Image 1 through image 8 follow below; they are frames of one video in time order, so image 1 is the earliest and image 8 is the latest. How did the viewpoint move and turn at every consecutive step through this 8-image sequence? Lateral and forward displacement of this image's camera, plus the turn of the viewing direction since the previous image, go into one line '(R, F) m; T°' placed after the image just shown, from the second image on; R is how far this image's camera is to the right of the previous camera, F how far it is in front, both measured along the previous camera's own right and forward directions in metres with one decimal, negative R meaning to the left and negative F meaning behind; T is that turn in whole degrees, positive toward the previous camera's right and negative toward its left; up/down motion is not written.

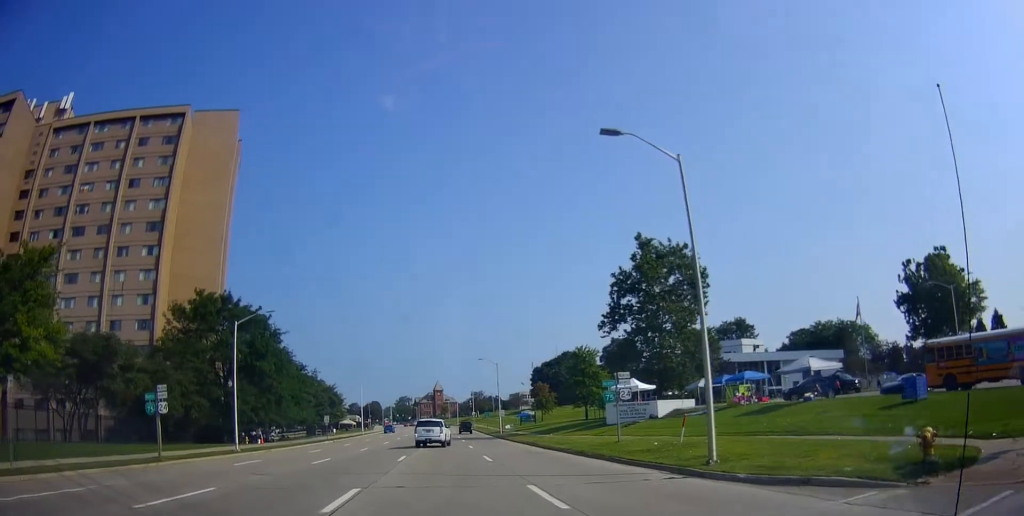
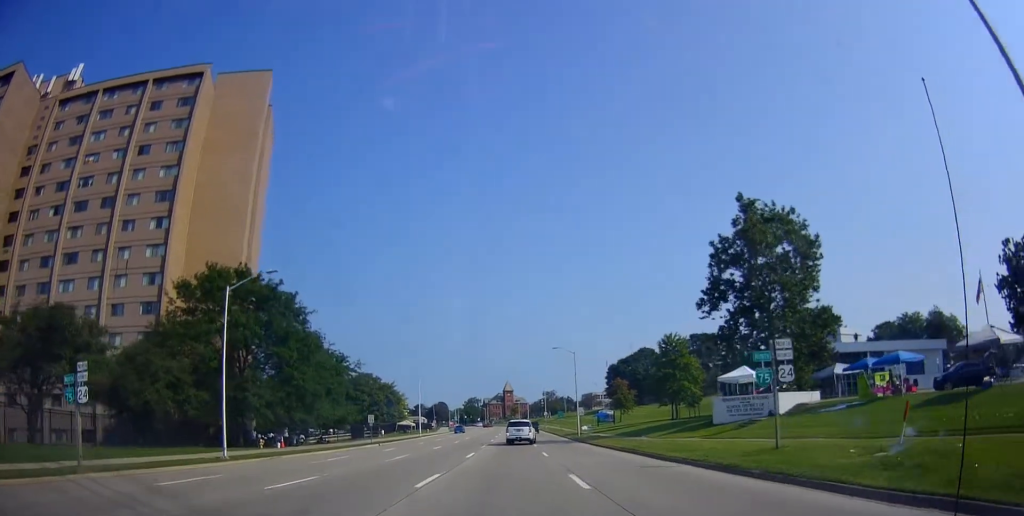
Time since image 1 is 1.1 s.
(-2.0, +10.6) m; -12°
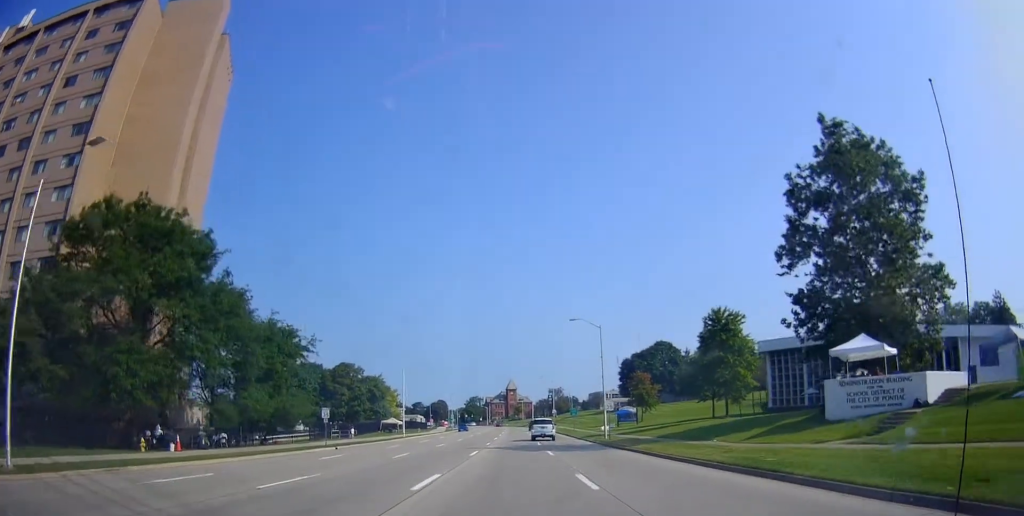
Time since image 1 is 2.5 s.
(-0.8, +15.6) m; -3°
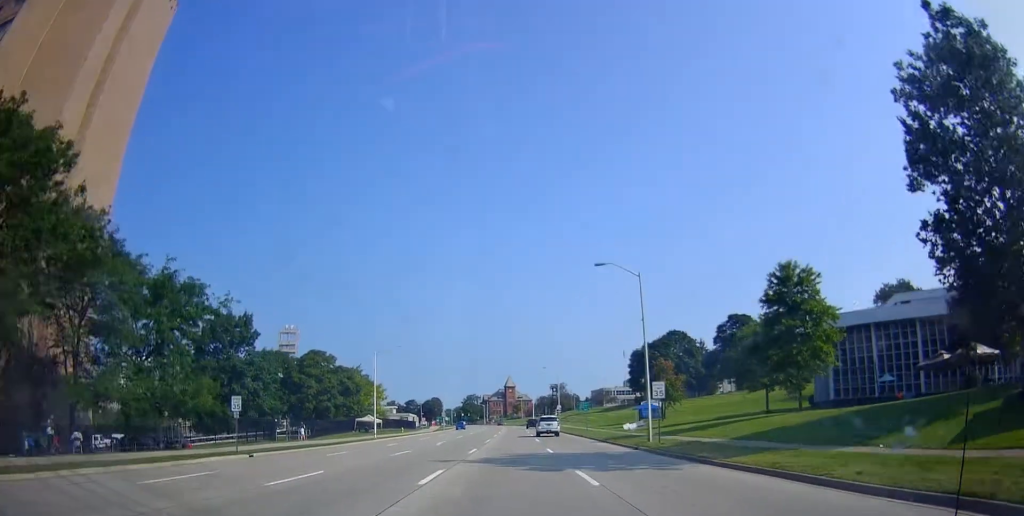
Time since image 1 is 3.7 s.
(+0.5, +15.2) m; 0°
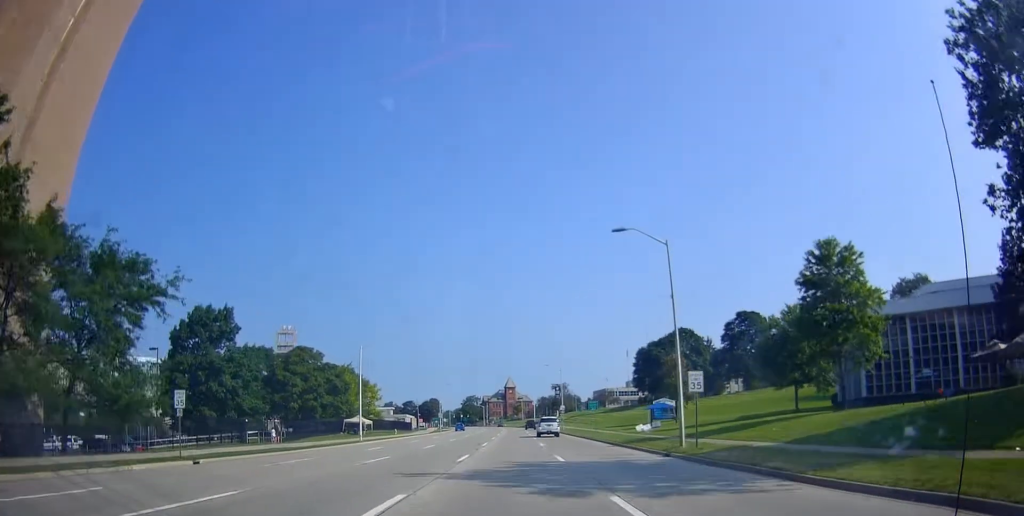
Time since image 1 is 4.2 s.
(-0.3, +5.9) m; -1°
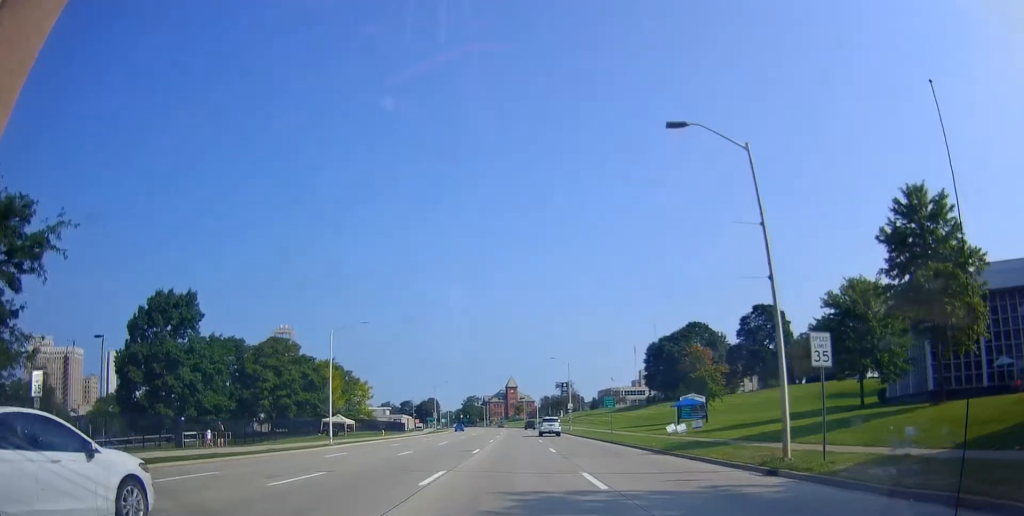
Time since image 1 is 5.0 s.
(-0.4, +9.7) m; -1°
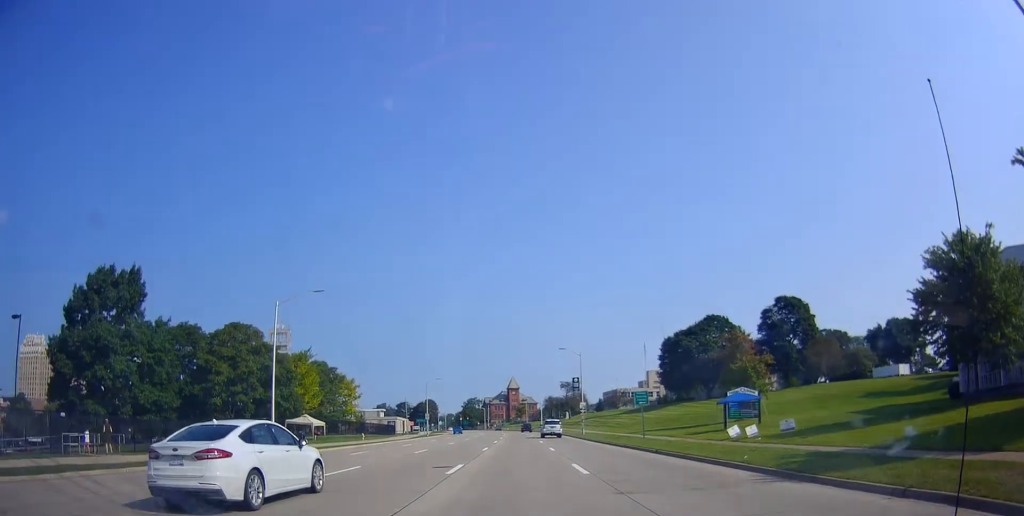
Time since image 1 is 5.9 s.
(+0.3, +11.7) m; +3°
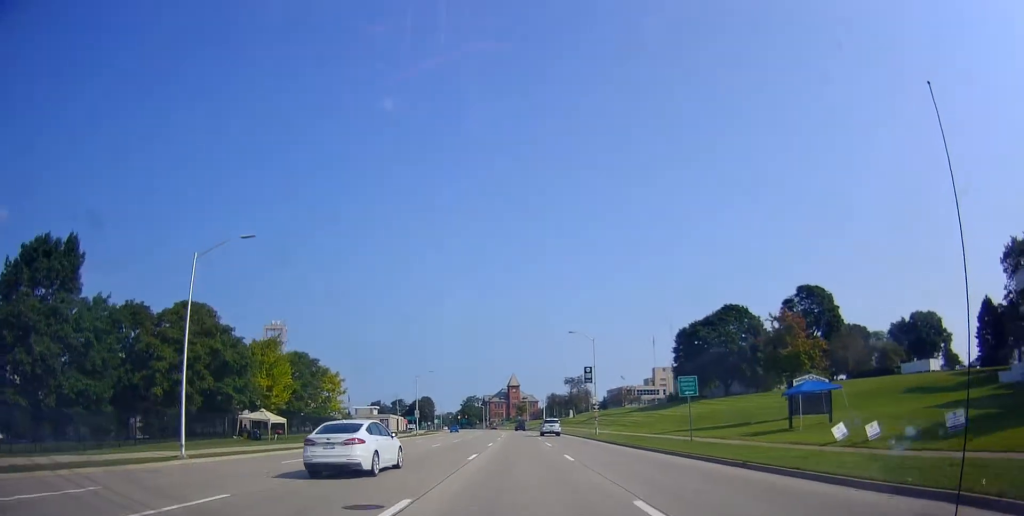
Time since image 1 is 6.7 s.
(+0.4, +10.4) m; -1°
